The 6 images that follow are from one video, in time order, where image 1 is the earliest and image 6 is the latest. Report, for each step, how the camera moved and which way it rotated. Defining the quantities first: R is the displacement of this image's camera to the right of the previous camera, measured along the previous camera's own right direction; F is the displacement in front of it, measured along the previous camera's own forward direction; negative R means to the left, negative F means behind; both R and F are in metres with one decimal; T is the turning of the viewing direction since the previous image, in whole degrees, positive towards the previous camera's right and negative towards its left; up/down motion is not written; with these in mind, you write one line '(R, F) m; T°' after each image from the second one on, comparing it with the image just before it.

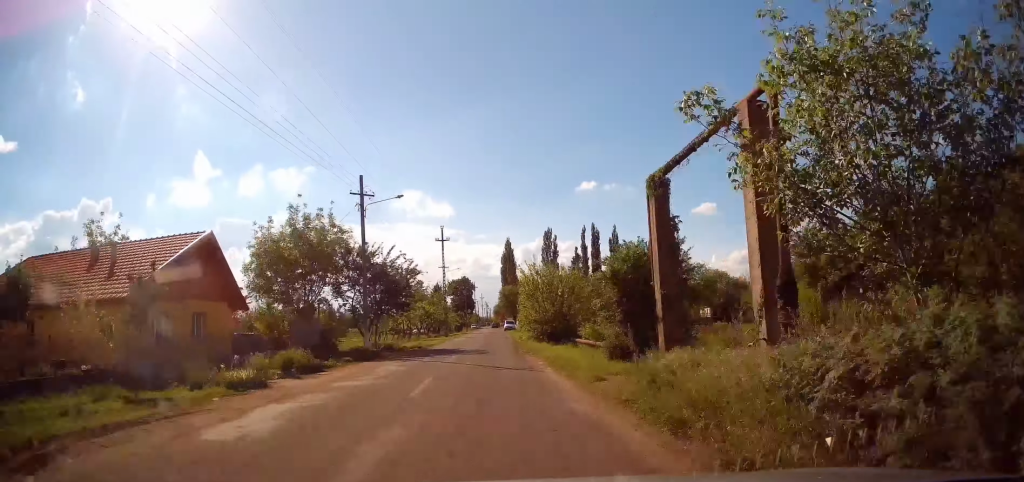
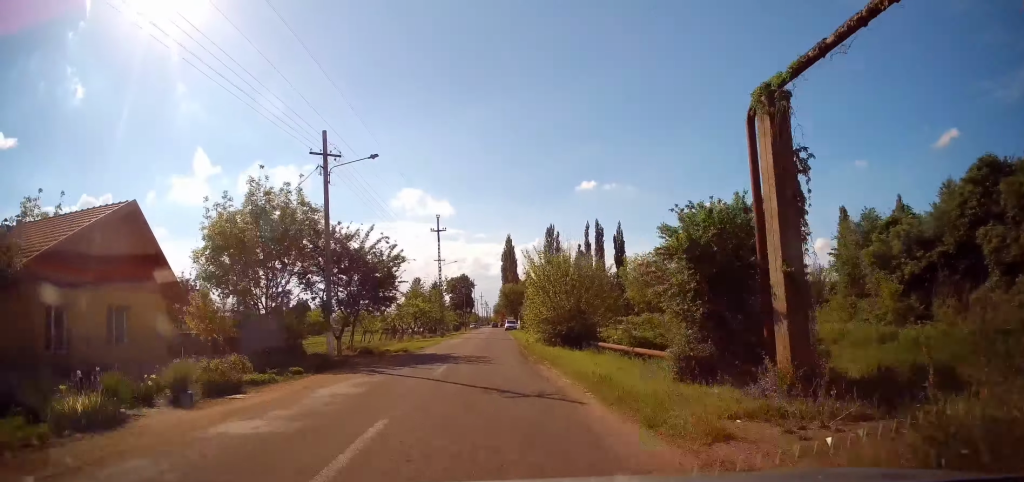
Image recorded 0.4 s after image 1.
(0.0, +5.9) m; 0°
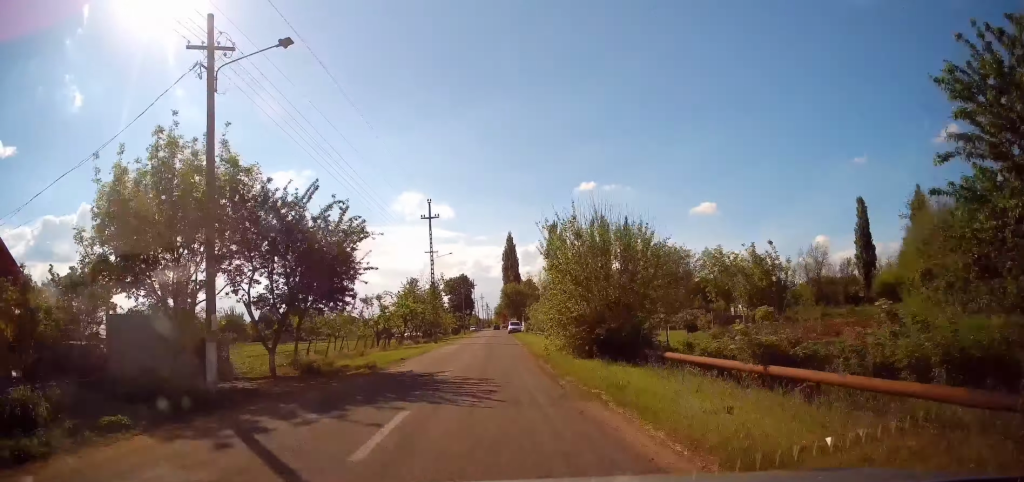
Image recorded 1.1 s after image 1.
(0.0, +8.6) m; 0°
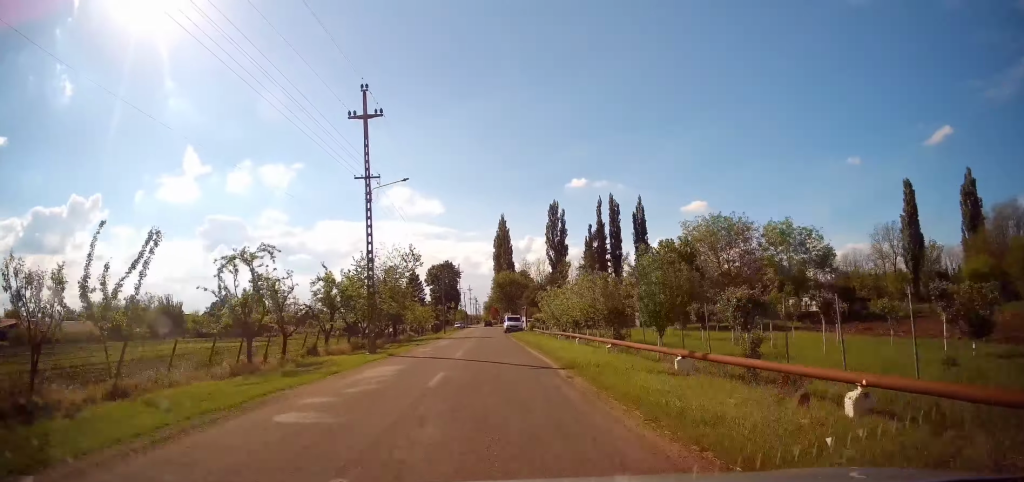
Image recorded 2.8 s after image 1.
(0.0, +23.5) m; +2°
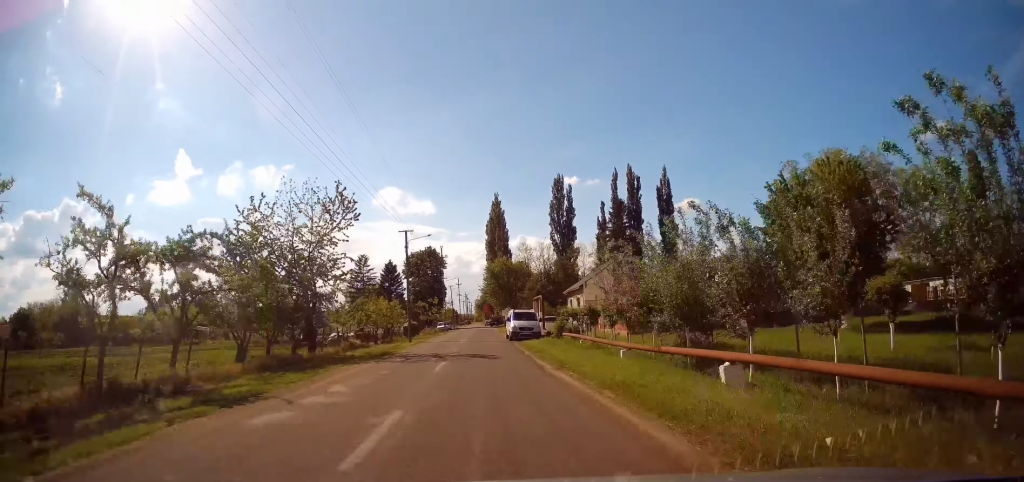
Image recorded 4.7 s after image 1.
(-0.2, +24.6) m; -1°
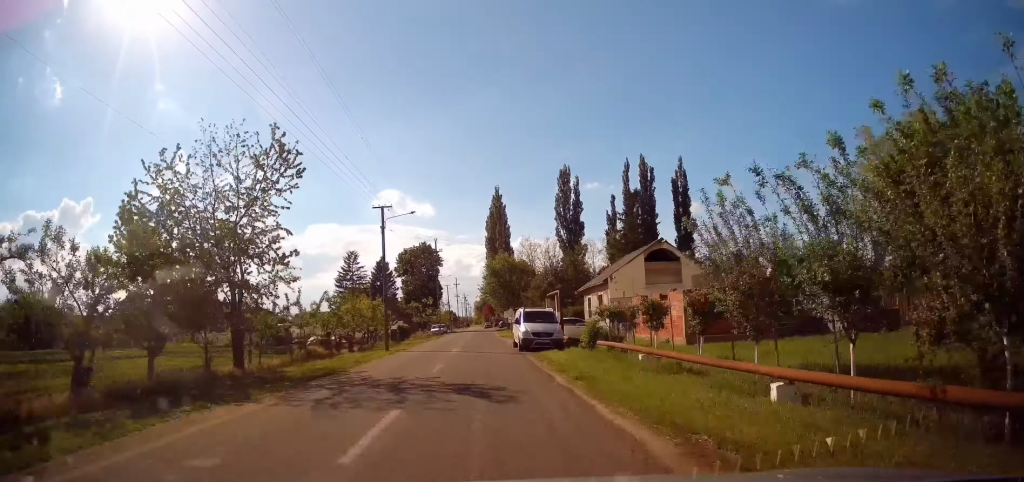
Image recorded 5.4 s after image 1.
(+0.2, +9.3) m; +1°
